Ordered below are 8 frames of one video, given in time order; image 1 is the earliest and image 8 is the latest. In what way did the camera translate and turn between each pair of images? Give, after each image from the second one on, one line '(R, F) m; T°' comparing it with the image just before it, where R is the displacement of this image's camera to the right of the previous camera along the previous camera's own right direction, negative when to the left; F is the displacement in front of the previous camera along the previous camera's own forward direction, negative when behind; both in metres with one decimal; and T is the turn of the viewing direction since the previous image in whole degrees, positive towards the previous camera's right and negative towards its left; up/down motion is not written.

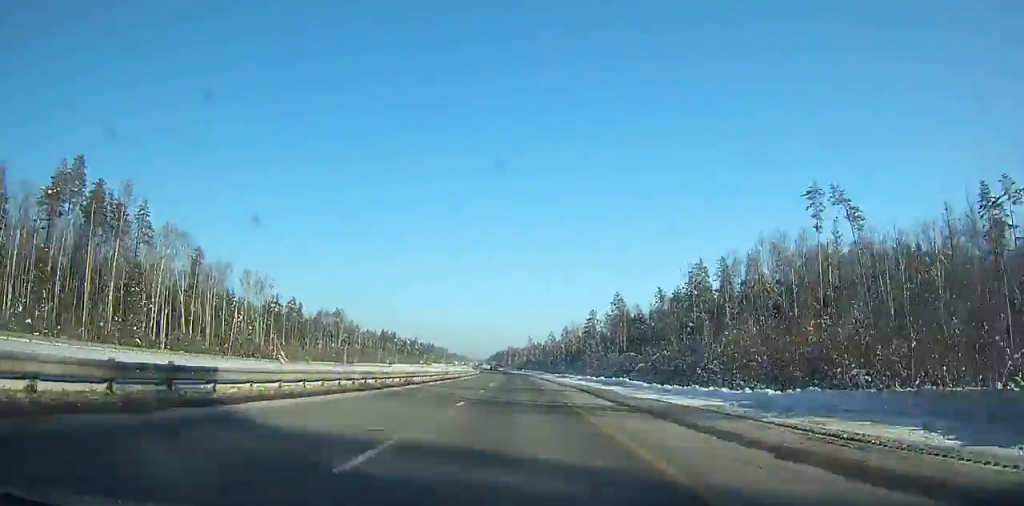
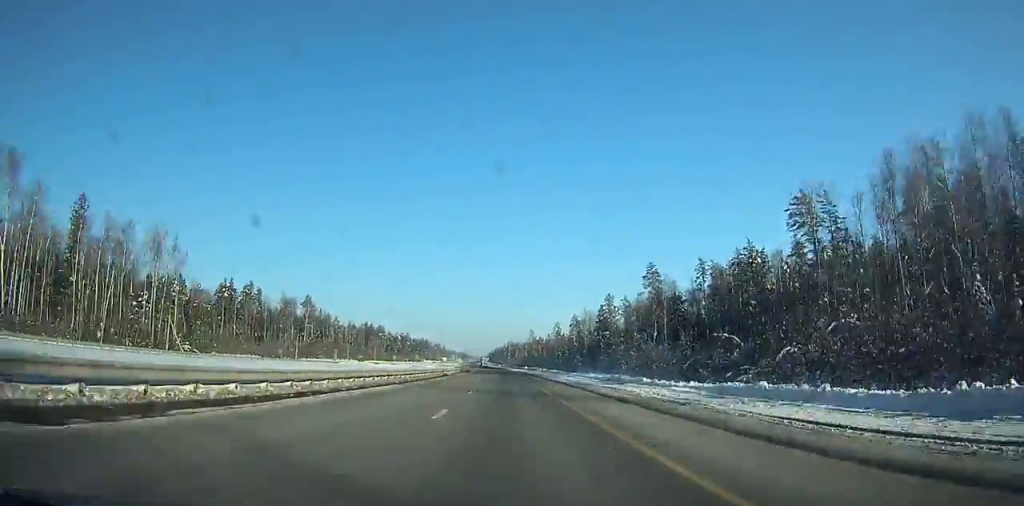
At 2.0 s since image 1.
(-0.2, +52.4) m; -1°
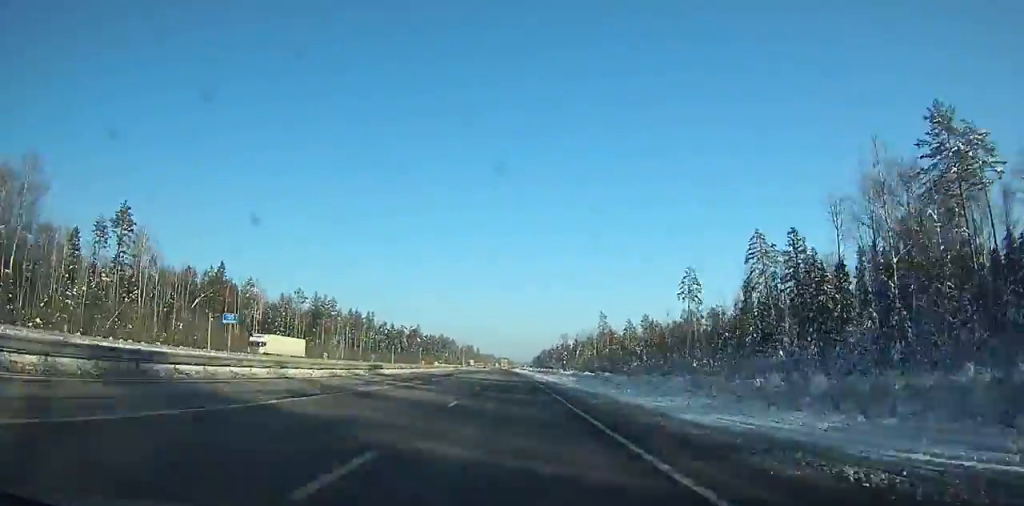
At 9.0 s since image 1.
(-6.3, +187.5) m; -4°
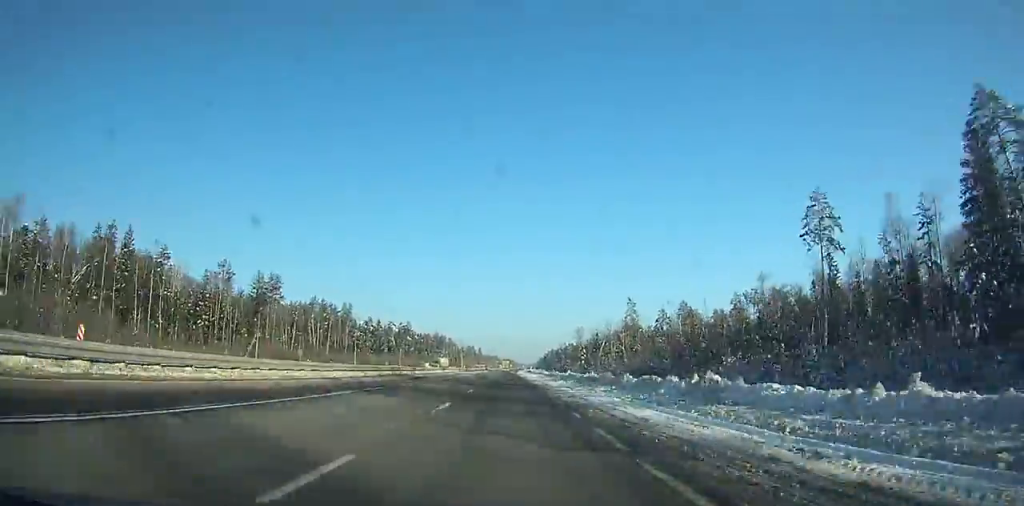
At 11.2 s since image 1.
(-0.5, +62.0) m; -1°
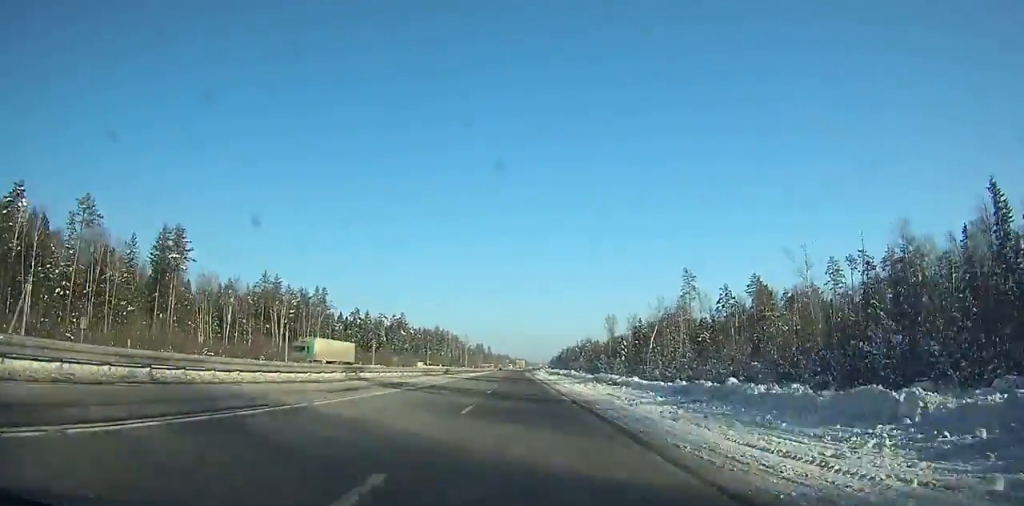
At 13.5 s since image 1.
(-0.1, +64.7) m; 0°
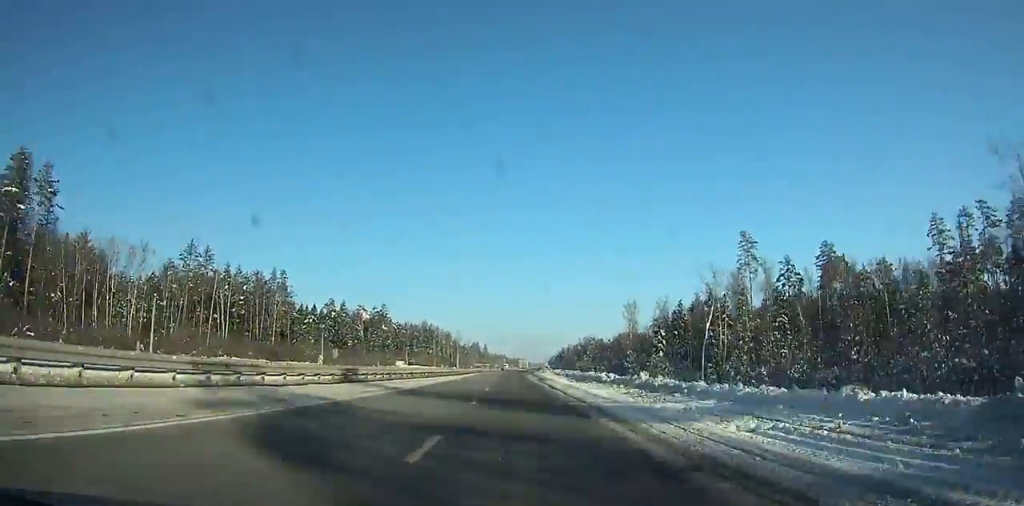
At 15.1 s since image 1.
(-0.1, +44.6) m; 0°
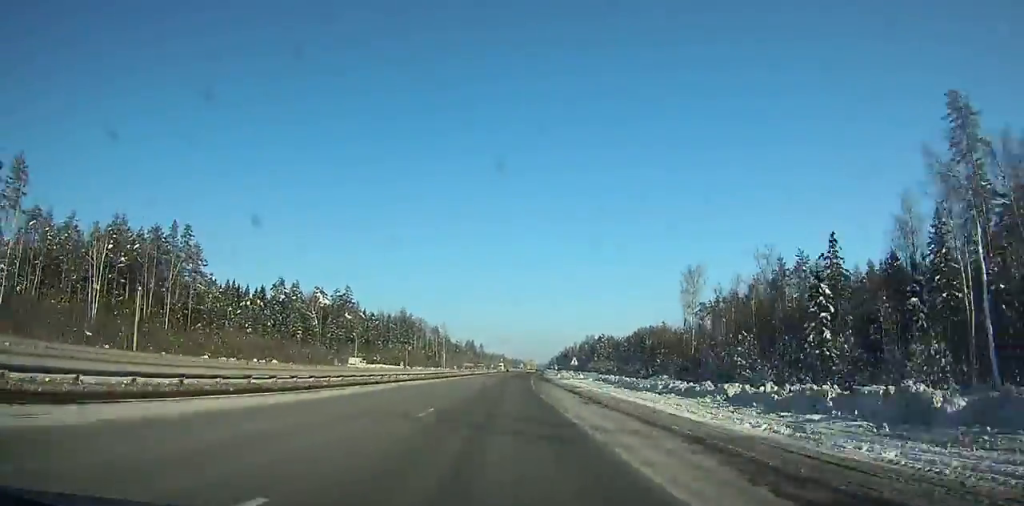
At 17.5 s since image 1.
(+0.1, +65.4) m; +1°
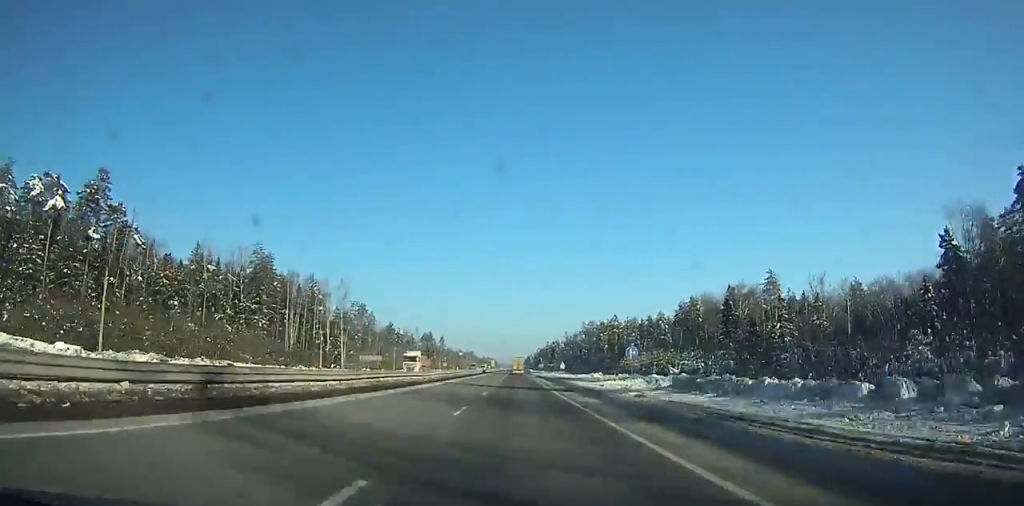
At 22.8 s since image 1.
(+2.6, +134.7) m; +2°
